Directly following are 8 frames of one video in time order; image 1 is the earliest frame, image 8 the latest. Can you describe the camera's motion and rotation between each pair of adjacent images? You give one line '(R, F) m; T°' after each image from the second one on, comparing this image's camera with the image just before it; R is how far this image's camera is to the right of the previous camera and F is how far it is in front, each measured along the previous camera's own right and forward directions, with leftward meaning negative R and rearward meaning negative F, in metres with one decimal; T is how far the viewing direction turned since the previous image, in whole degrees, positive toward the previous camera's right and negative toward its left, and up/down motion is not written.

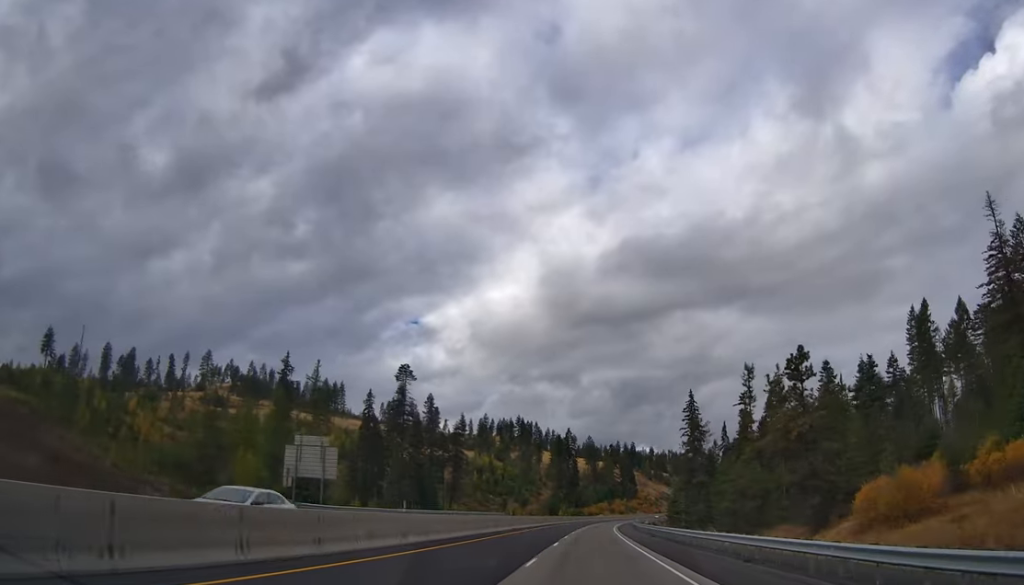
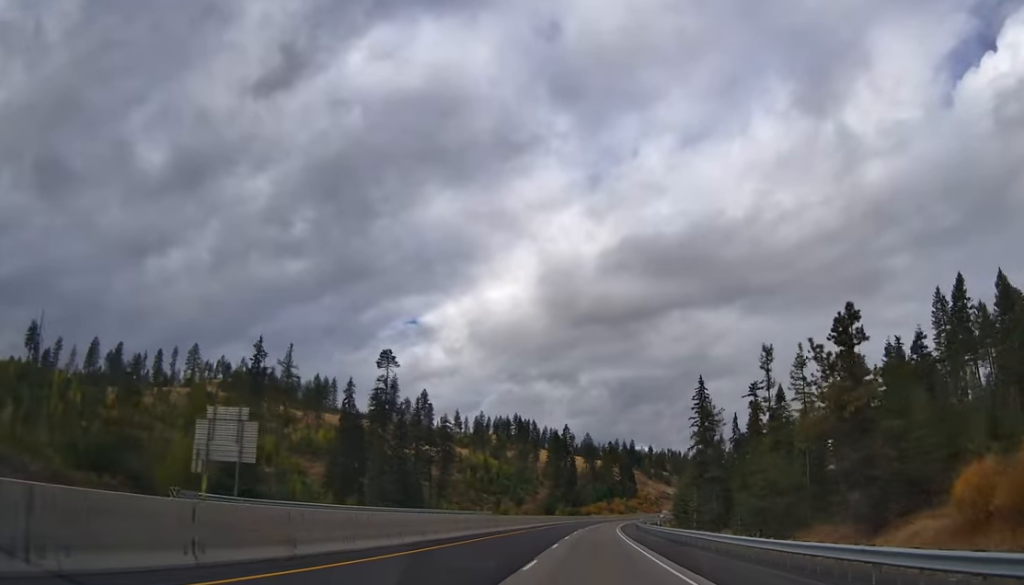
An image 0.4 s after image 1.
(-0.1, +13.1) m; 0°
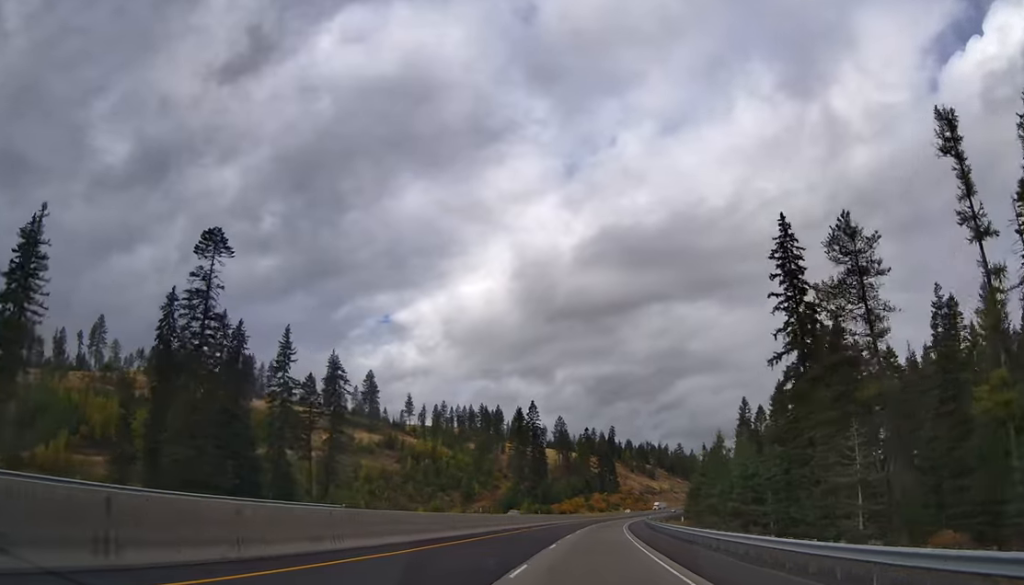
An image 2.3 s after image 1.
(0.0, +63.1) m; +1°
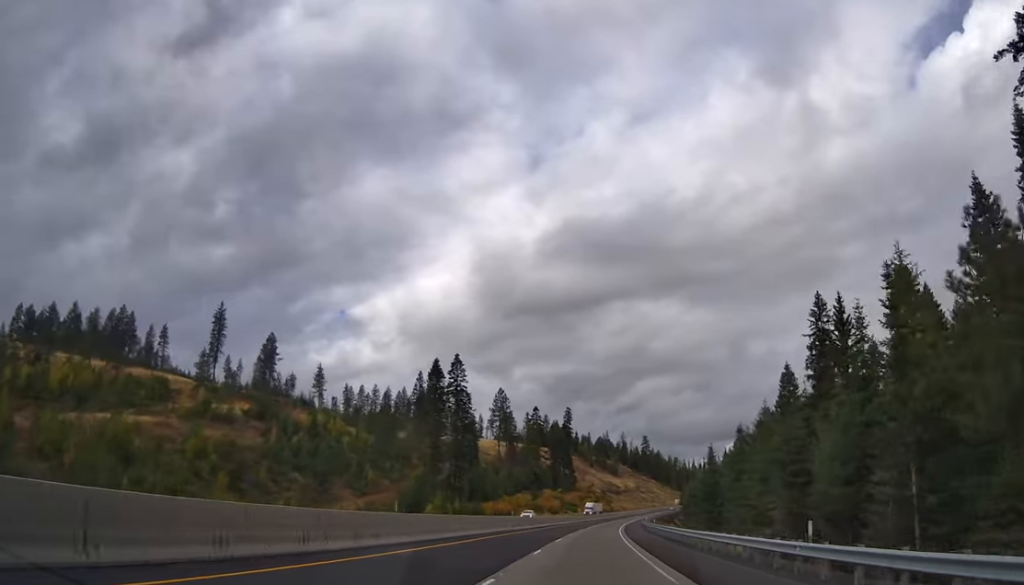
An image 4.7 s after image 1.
(+2.9, +75.8) m; +3°
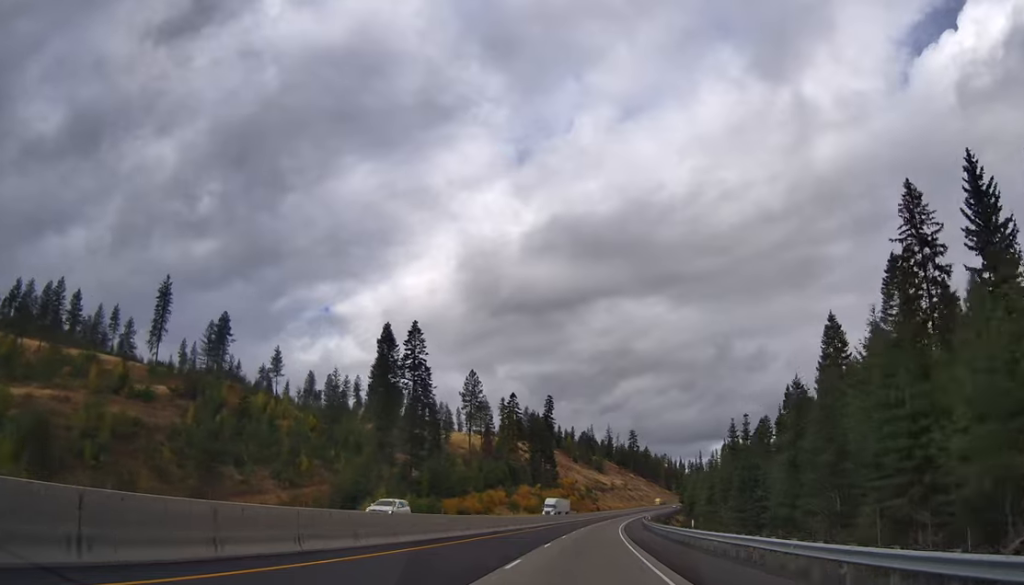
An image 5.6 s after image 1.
(+0.1, +30.4) m; +1°
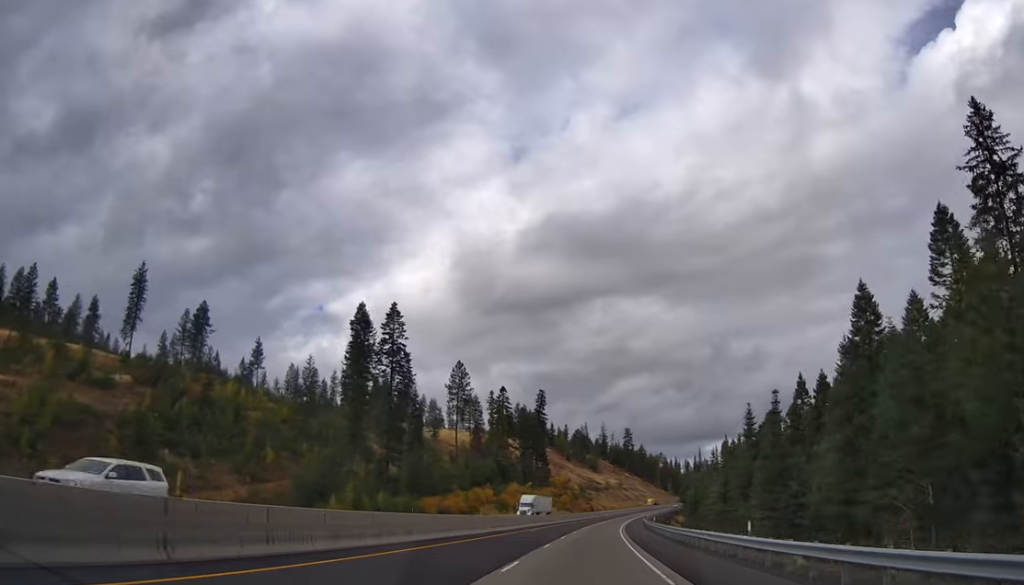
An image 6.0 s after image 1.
(0.0, +13.0) m; +1°
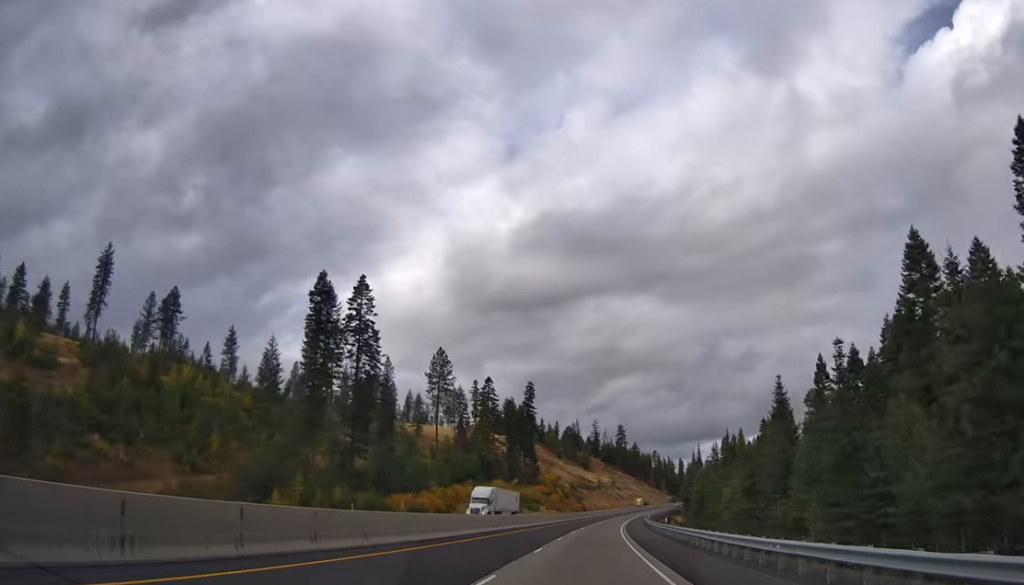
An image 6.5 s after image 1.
(+0.1, +16.3) m; +1°
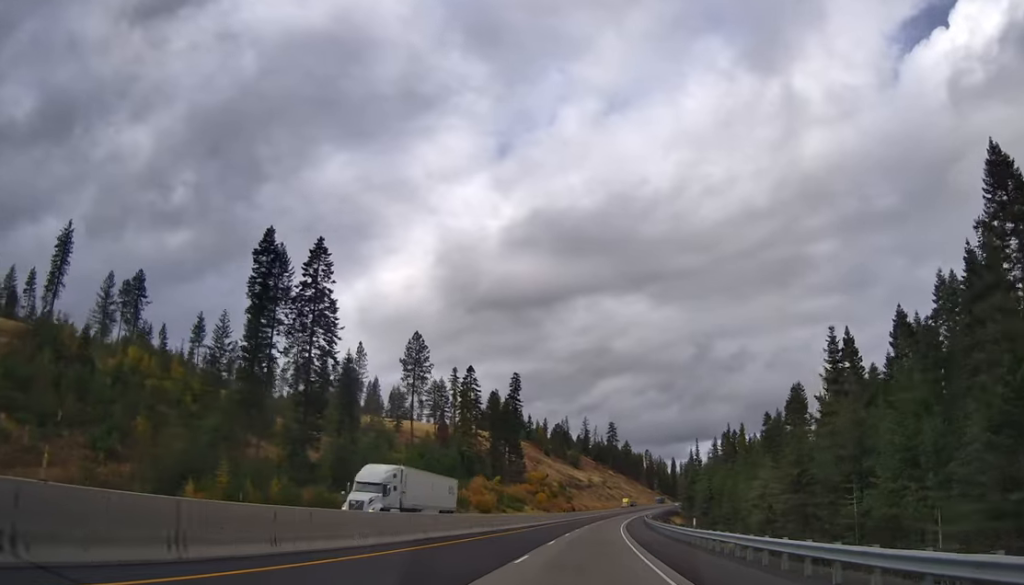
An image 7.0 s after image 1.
(0.0, +17.4) m; +2°
